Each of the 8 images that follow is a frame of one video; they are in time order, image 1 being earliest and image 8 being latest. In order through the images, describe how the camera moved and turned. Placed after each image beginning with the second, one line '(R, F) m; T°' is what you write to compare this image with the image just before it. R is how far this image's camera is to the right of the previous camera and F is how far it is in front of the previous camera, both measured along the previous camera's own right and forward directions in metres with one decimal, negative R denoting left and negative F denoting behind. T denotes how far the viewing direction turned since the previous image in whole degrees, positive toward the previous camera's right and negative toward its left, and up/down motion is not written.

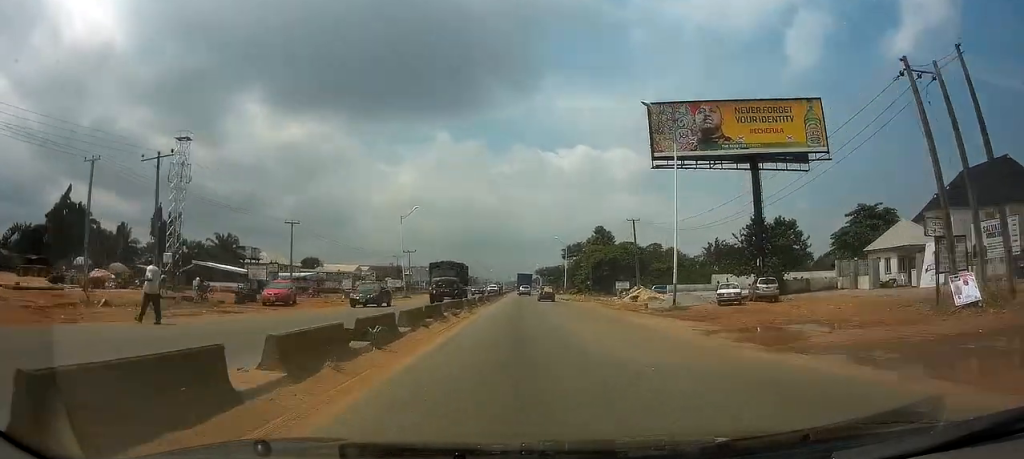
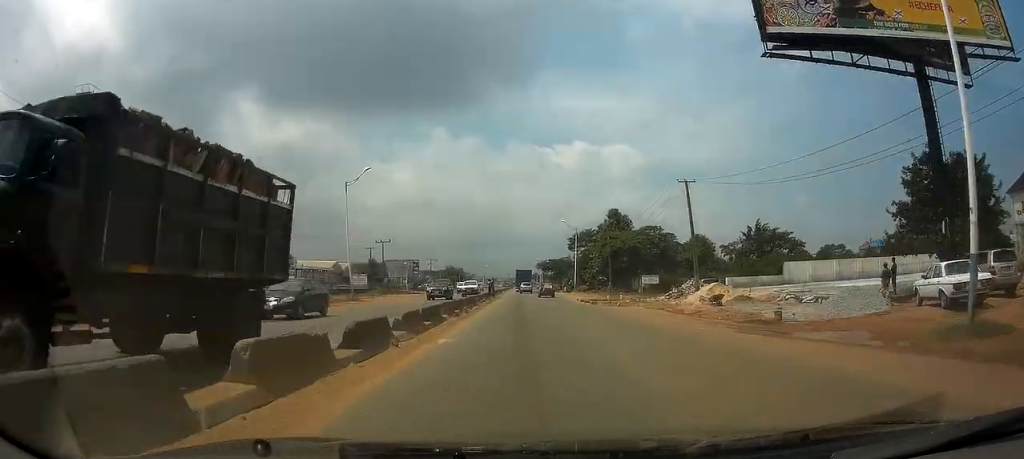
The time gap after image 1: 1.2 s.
(-0.1, +22.7) m; 0°
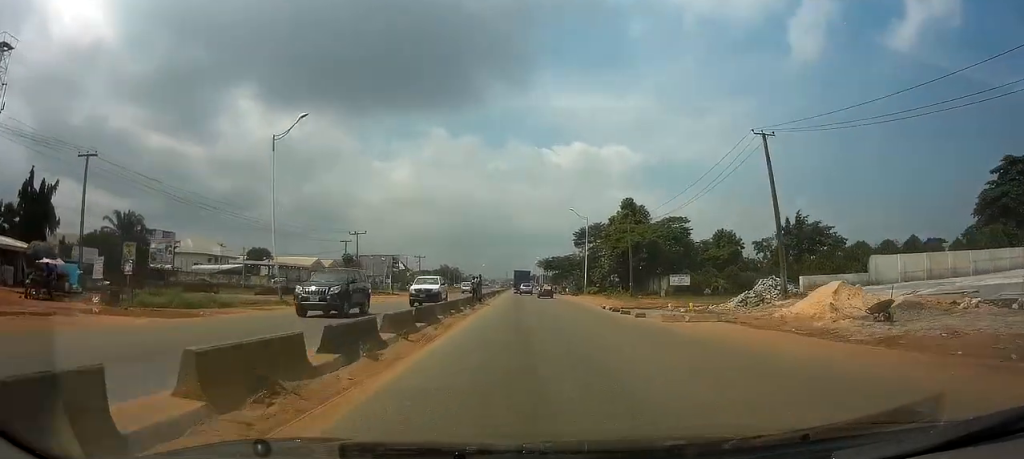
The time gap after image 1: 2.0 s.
(0.0, +15.6) m; 0°
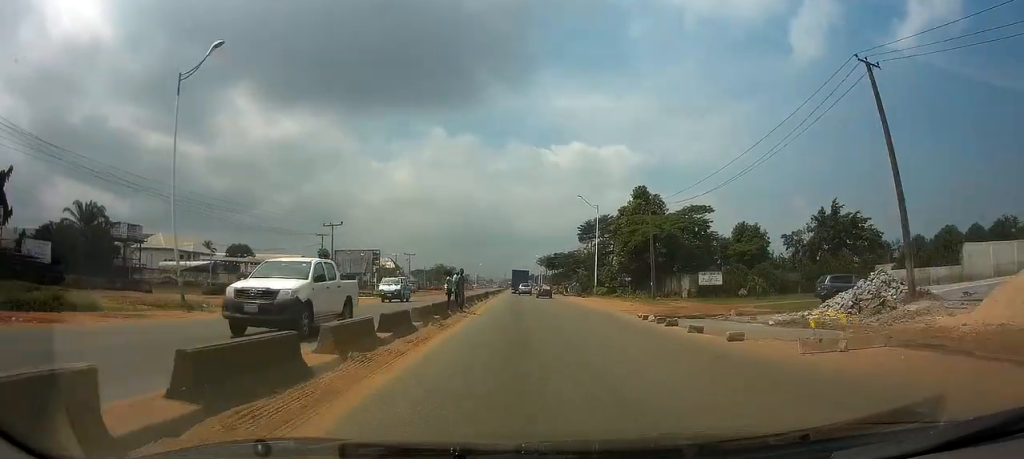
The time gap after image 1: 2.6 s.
(0.0, +11.0) m; 0°
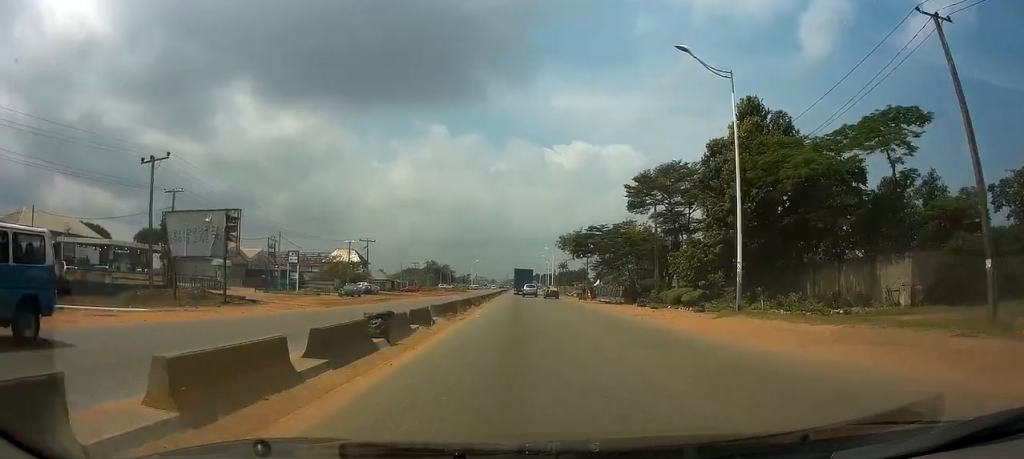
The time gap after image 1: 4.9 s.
(+0.1, +40.5) m; 0°
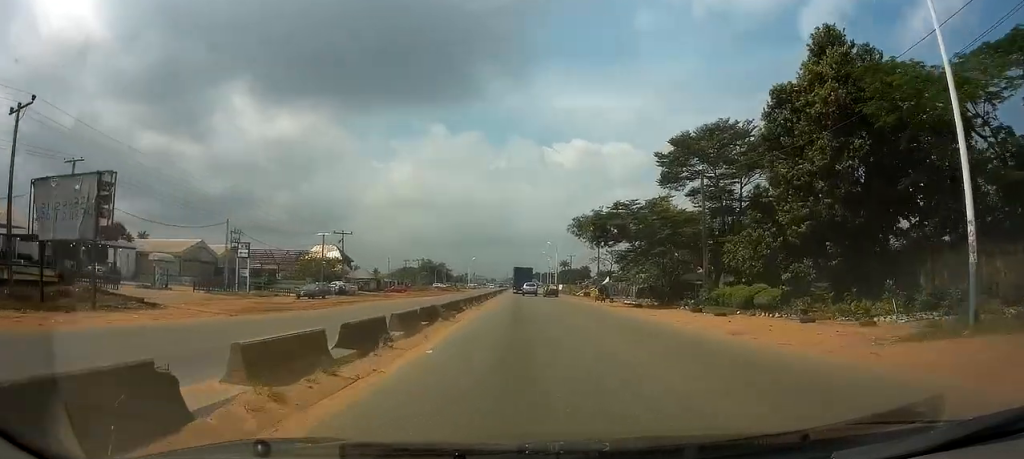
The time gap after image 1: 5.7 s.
(0.0, +13.2) m; 0°
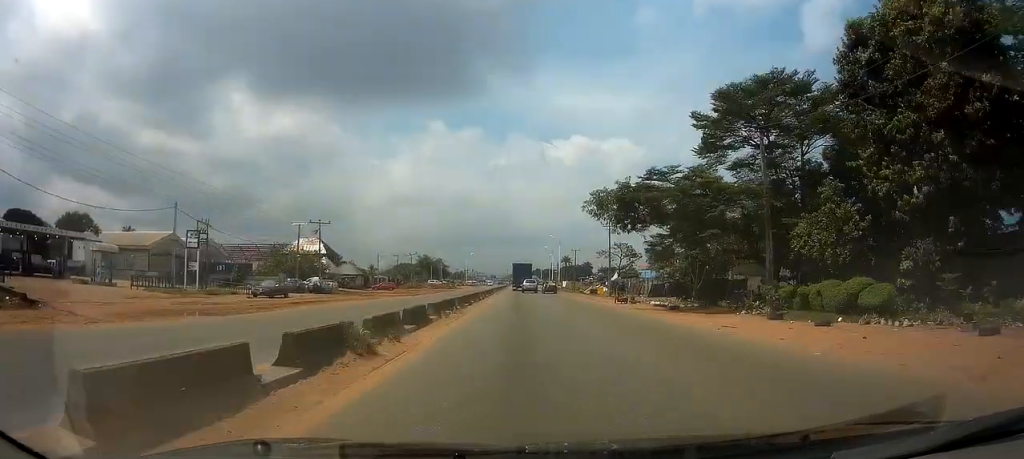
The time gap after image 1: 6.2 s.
(-0.1, +9.5) m; 0°
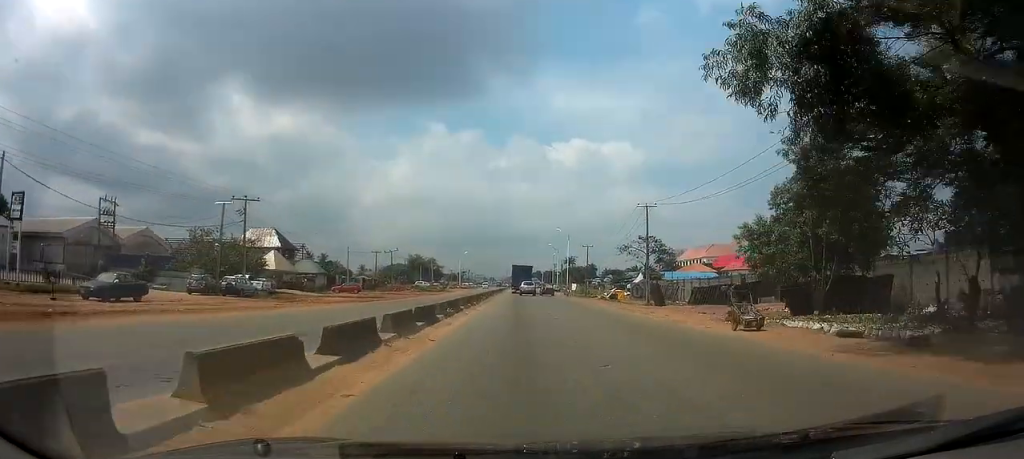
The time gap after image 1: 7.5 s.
(0.0, +20.7) m; 0°
